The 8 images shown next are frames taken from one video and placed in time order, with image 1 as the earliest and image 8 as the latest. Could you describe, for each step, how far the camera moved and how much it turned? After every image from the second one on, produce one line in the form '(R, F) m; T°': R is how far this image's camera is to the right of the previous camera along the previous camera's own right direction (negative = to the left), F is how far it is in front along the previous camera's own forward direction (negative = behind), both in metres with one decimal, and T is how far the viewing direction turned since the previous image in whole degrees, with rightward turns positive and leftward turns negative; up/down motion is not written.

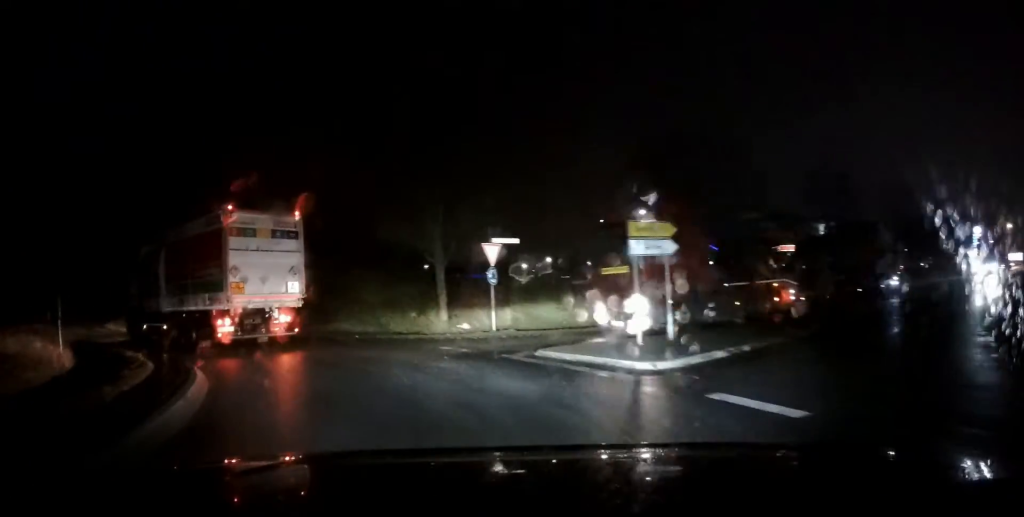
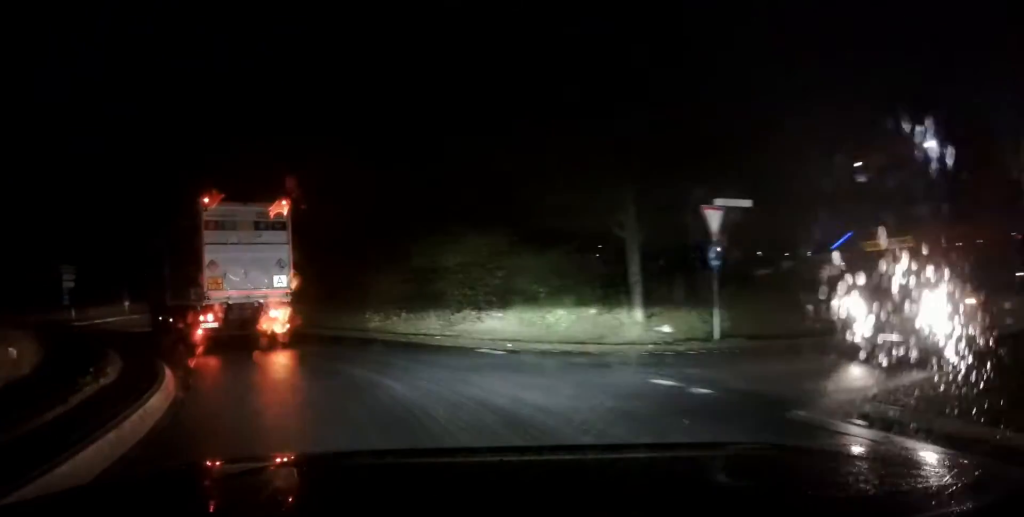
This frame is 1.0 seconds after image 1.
(-1.0, +6.2) m; -20°
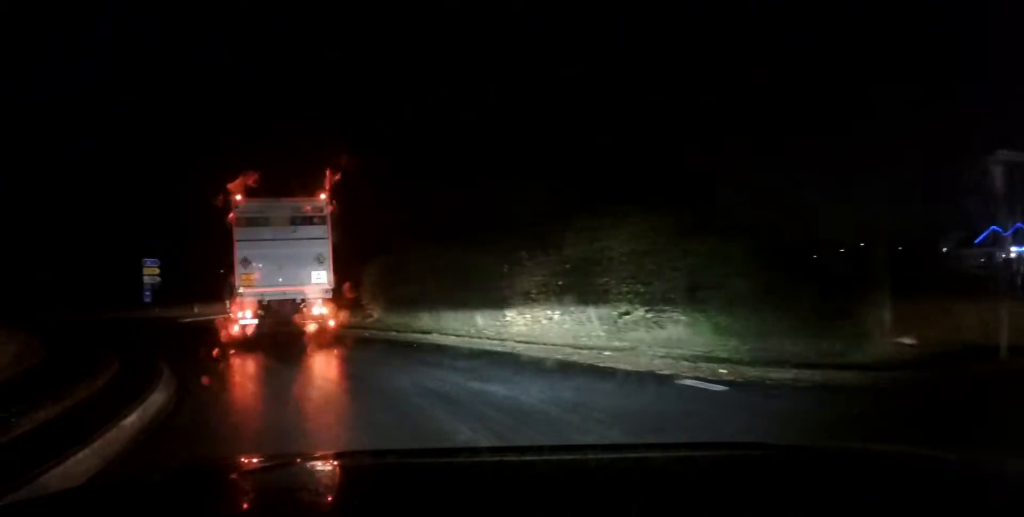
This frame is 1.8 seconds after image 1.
(-0.6, +4.5) m; -14°
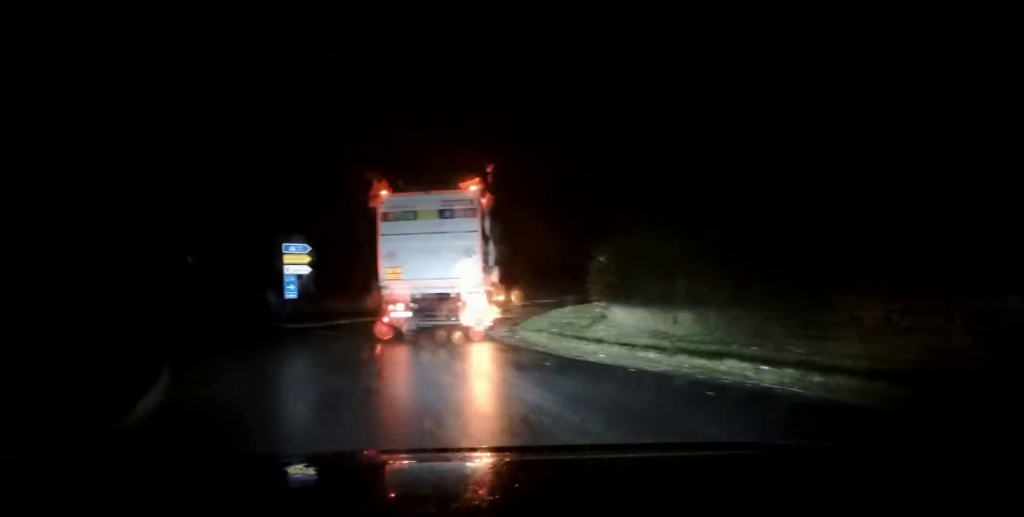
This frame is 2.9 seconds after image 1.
(-1.2, +6.8) m; -13°
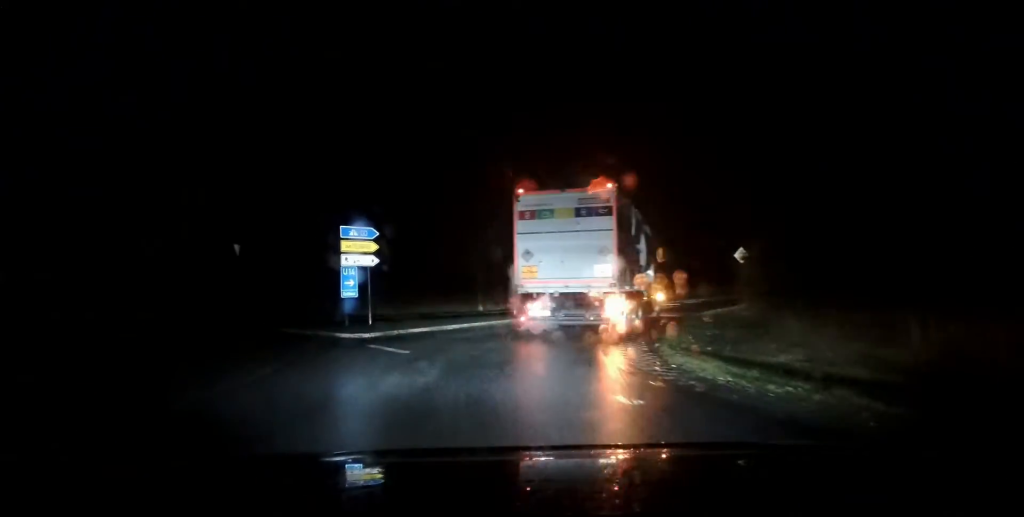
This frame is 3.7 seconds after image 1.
(-0.3, +5.2) m; -1°
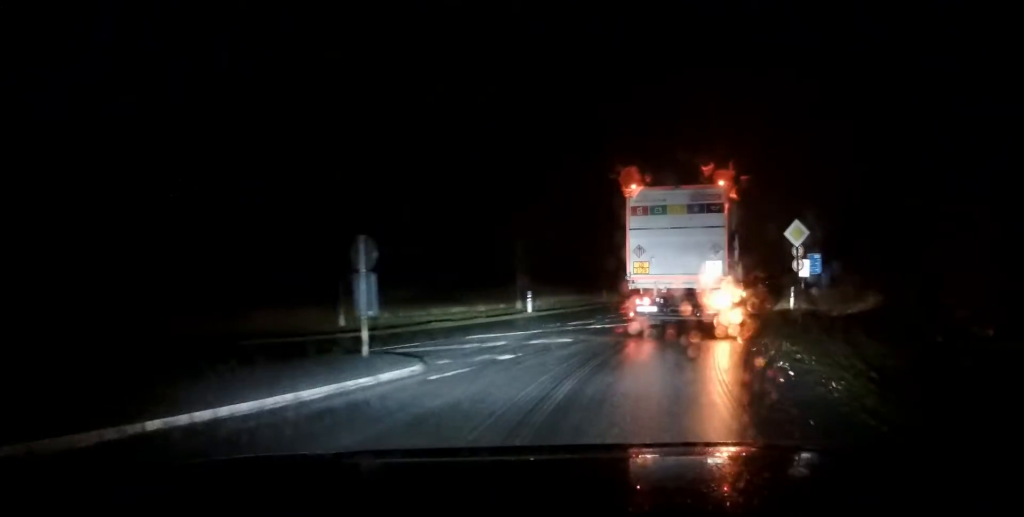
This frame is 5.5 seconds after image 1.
(+1.6, +12.8) m; +17°
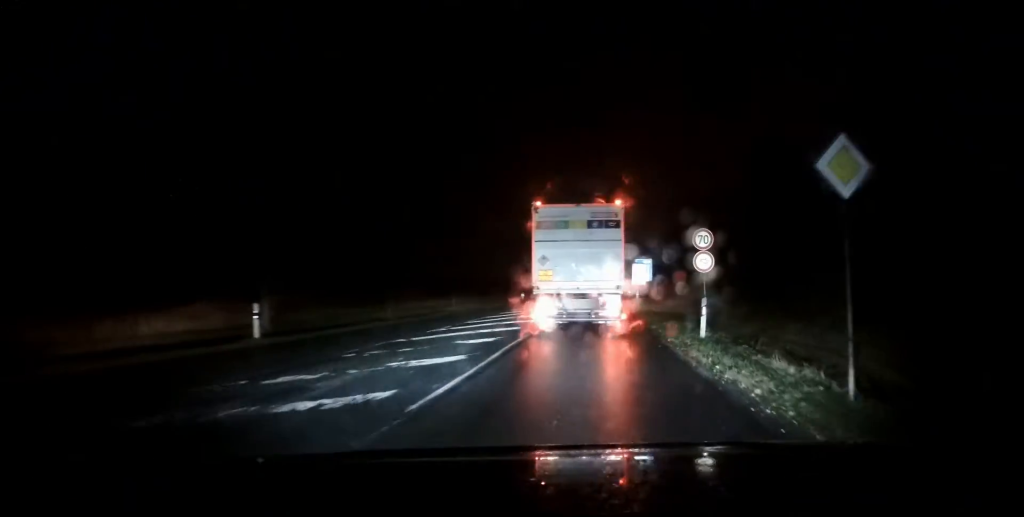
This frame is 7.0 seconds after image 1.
(+1.5, +10.7) m; +14°
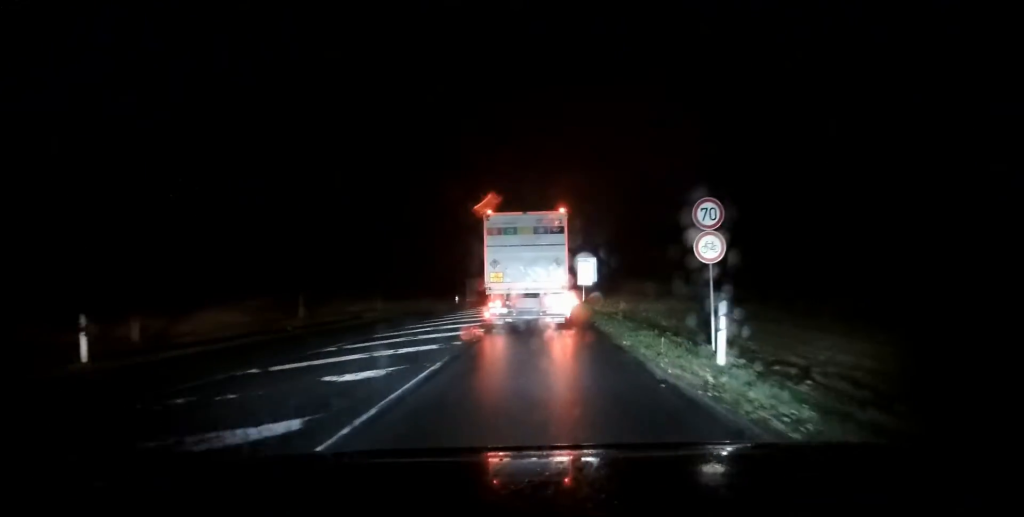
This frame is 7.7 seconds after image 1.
(+0.3, +5.7) m; +4°
